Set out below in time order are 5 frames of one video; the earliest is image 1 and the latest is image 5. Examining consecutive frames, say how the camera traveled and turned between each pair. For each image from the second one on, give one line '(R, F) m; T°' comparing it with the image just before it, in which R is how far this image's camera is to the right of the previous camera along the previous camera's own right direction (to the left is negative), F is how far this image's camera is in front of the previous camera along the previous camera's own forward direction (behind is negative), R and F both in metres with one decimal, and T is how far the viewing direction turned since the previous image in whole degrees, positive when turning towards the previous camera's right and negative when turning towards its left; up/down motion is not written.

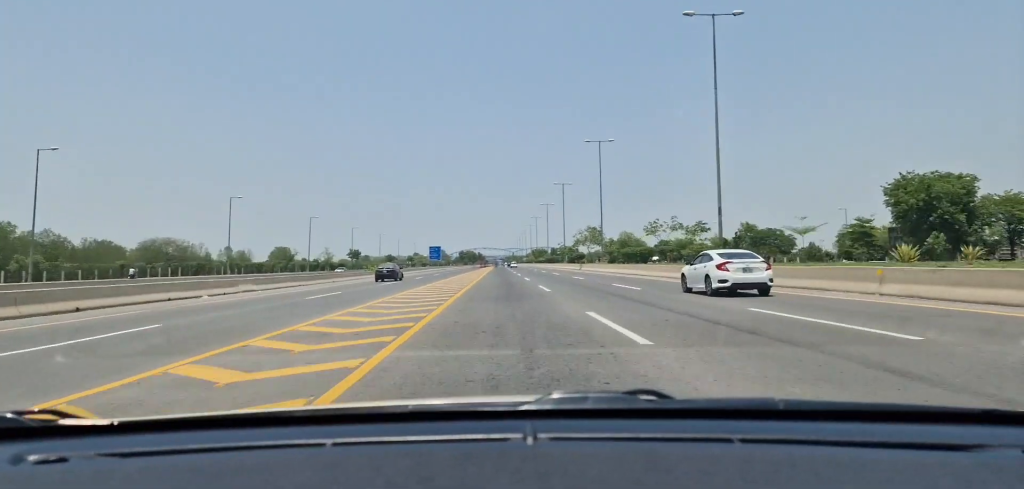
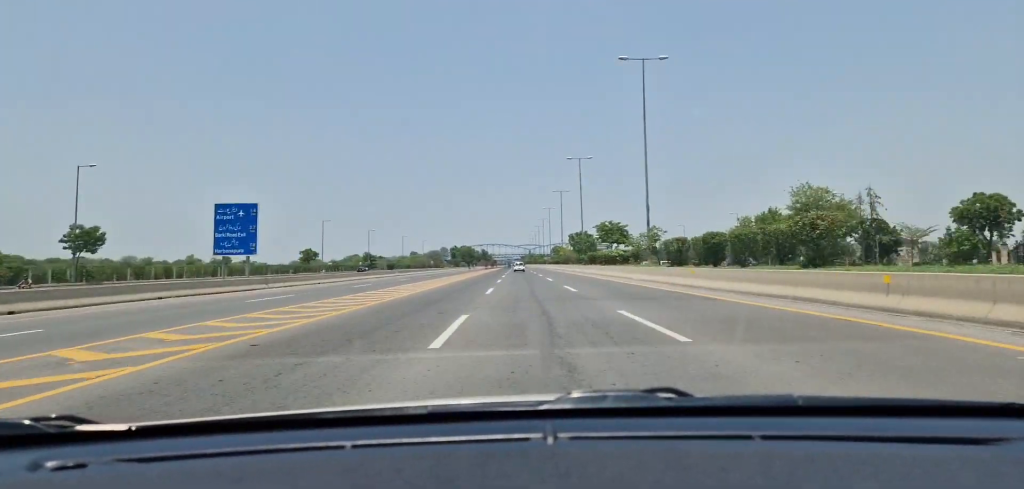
(-2.2, +127.7) m; 0°
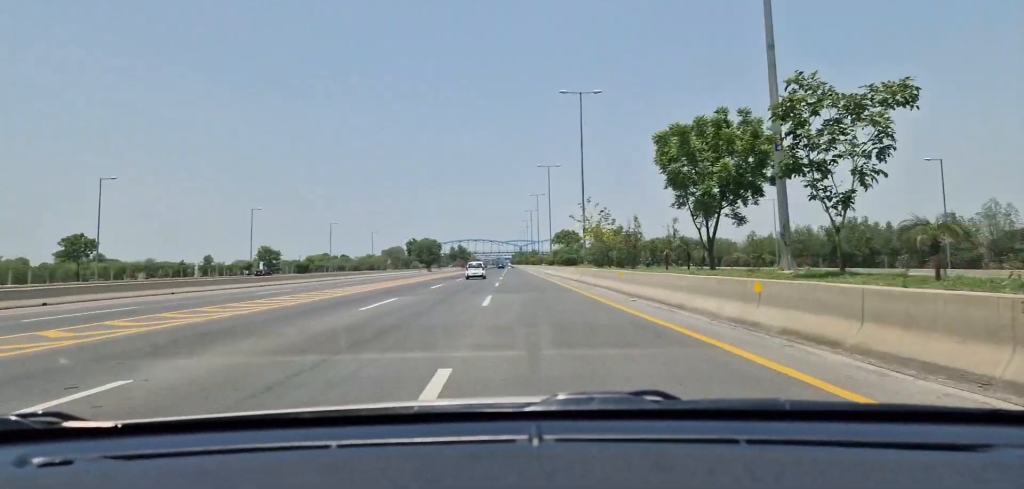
(+0.5, +79.7) m; -1°
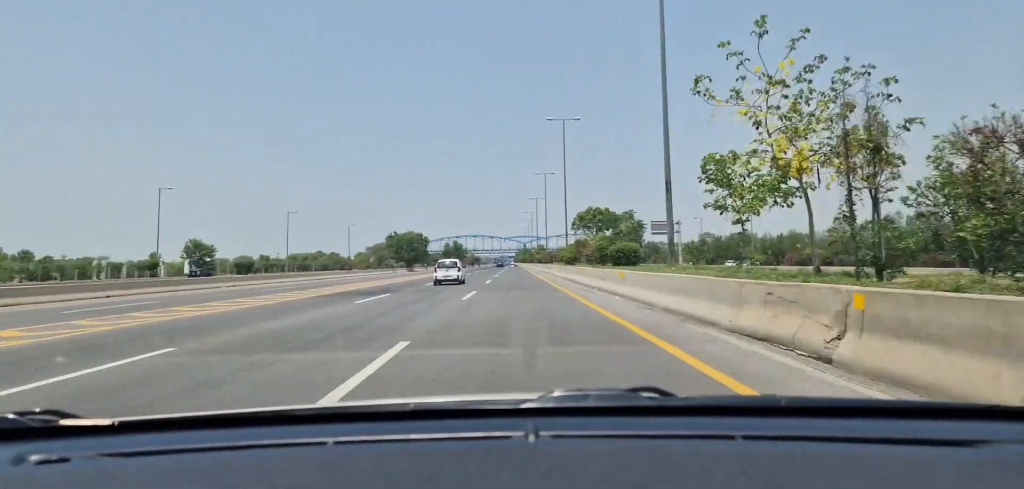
(-0.4, +33.7) m; -1°
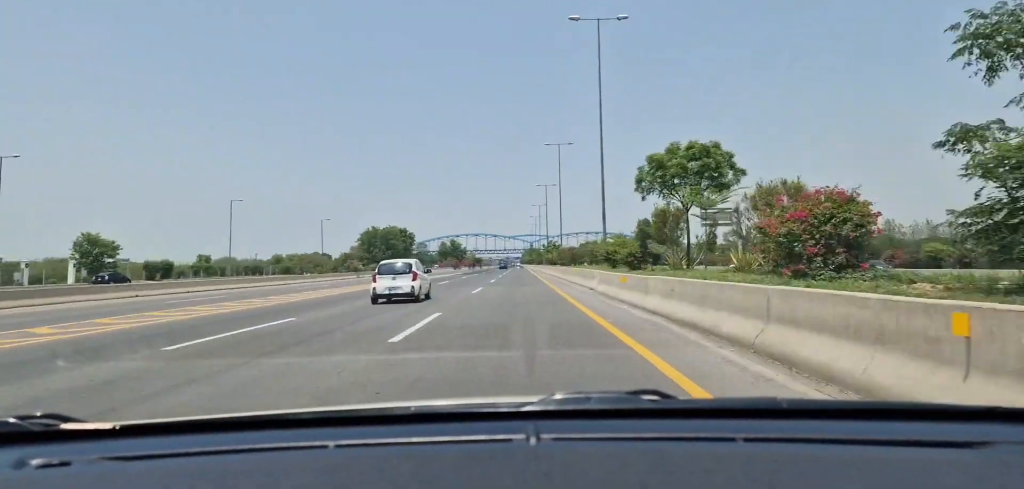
(-0.4, +28.6) m; -1°
